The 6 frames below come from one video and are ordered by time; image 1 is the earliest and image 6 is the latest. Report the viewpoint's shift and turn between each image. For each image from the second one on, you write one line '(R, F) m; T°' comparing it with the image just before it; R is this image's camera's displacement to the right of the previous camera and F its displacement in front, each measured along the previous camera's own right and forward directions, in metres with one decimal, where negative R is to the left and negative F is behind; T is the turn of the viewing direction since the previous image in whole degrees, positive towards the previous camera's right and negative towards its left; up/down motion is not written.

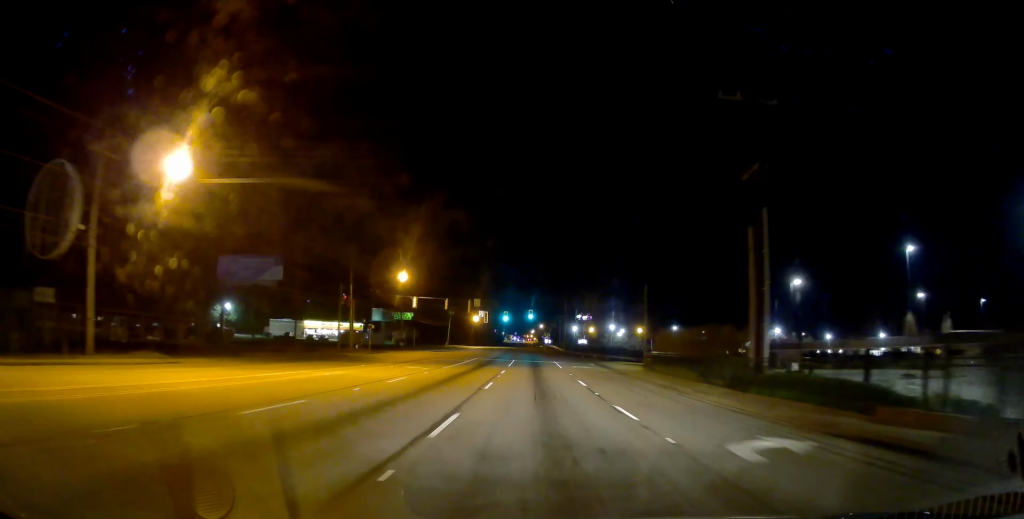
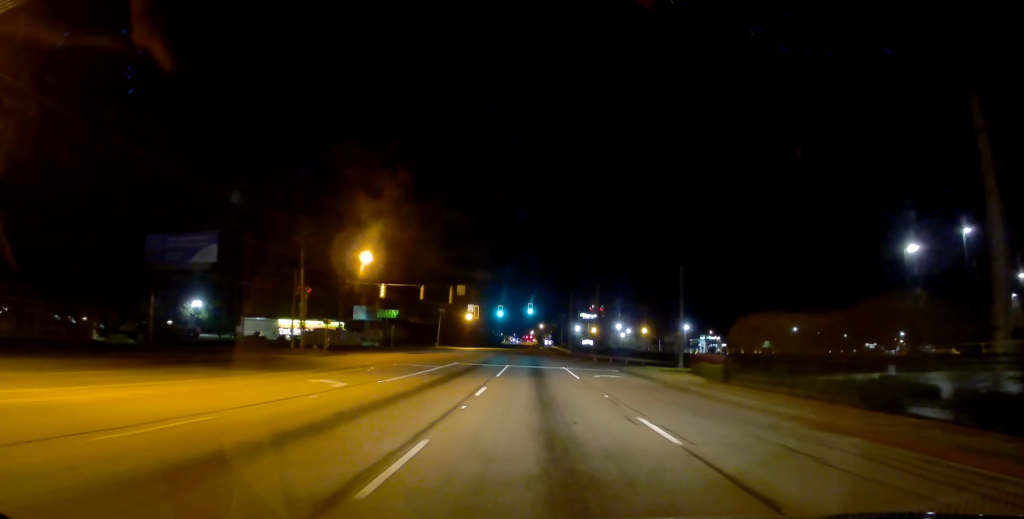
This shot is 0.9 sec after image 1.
(-0.3, +16.1) m; +1°
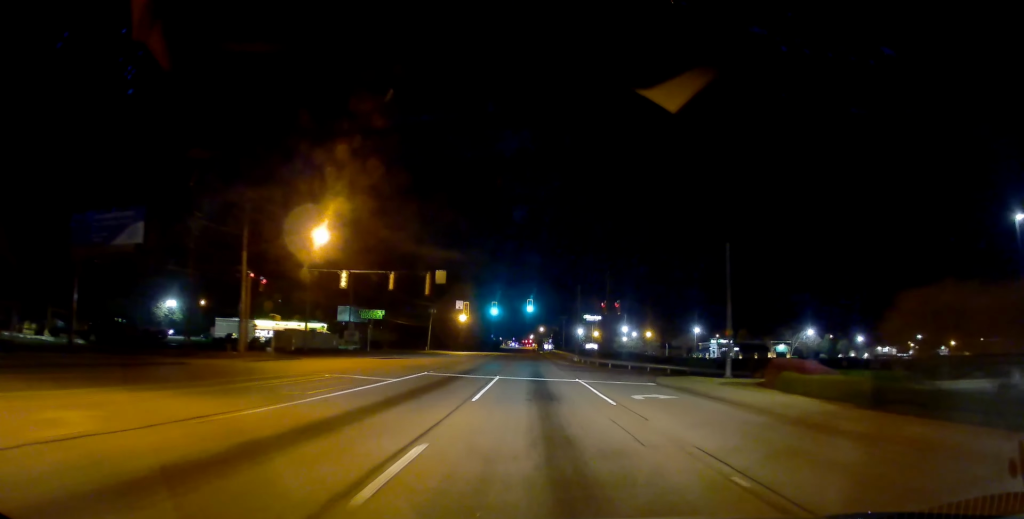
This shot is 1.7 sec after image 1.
(+0.4, +12.5) m; 0°
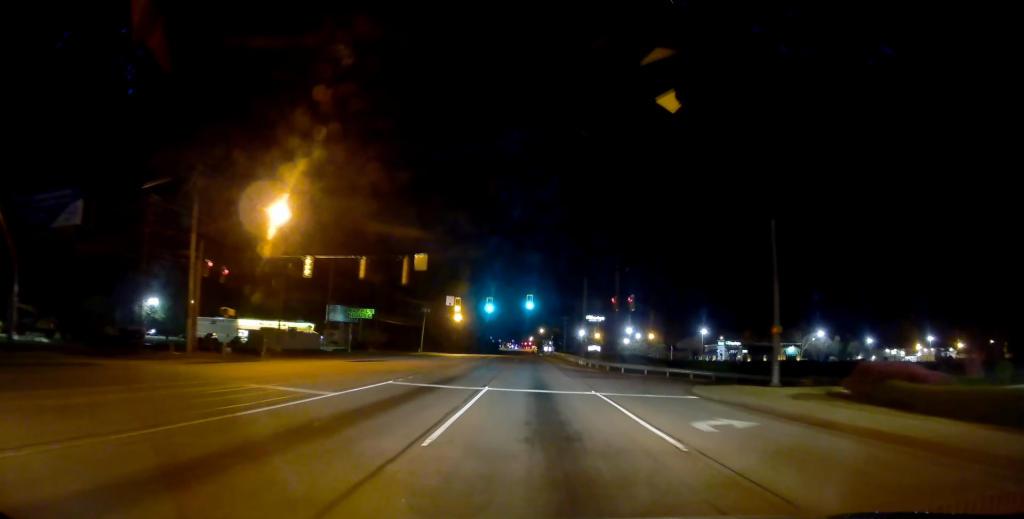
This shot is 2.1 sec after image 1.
(+0.4, +7.9) m; 0°
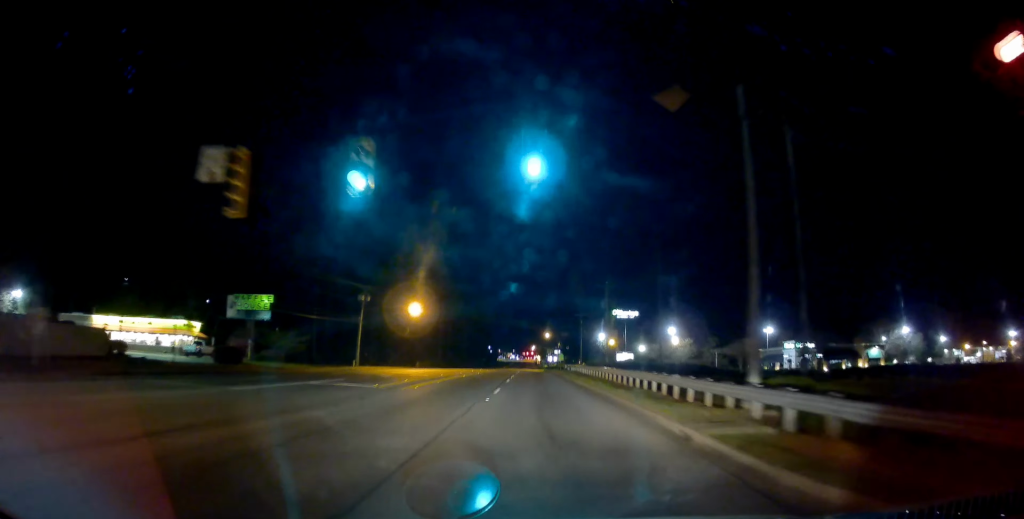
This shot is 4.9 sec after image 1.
(-0.4, +45.9) m; 0°
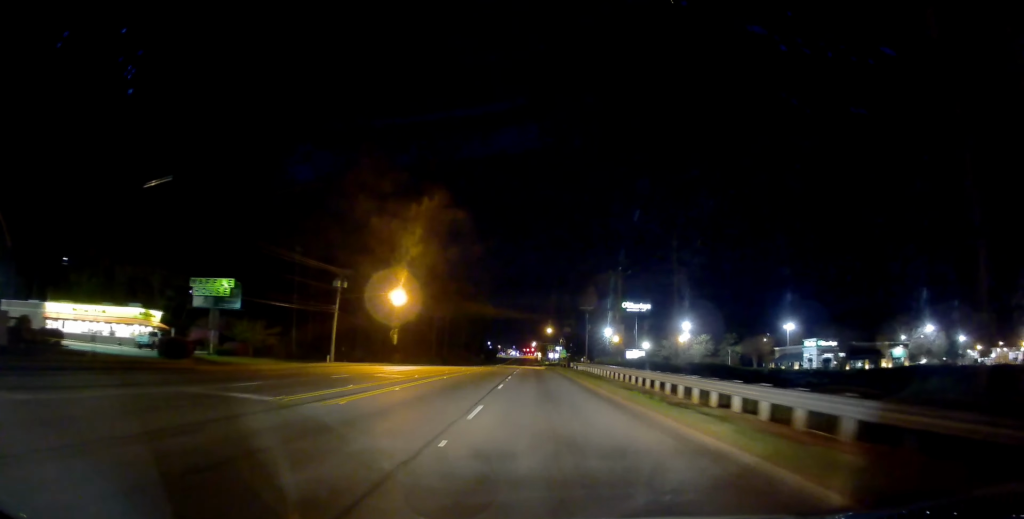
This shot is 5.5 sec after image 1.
(-0.1, +9.9) m; 0°
